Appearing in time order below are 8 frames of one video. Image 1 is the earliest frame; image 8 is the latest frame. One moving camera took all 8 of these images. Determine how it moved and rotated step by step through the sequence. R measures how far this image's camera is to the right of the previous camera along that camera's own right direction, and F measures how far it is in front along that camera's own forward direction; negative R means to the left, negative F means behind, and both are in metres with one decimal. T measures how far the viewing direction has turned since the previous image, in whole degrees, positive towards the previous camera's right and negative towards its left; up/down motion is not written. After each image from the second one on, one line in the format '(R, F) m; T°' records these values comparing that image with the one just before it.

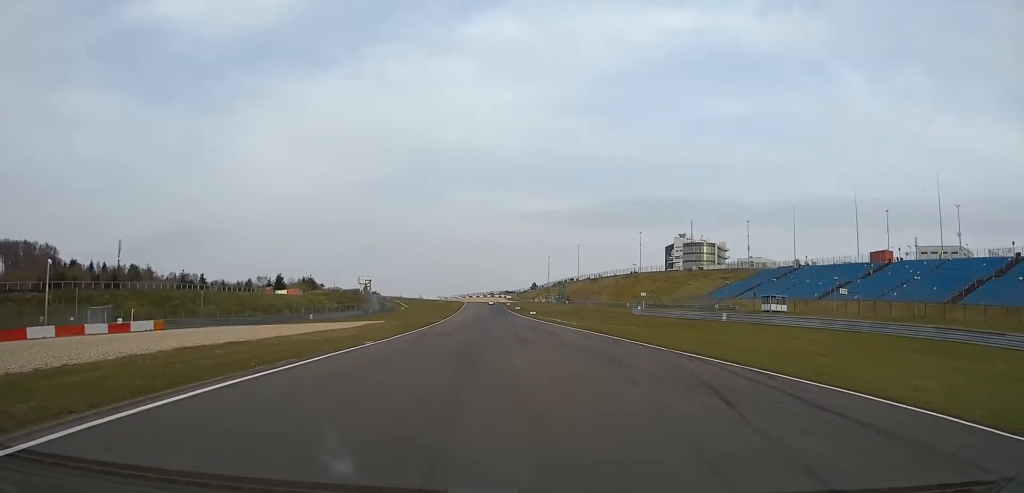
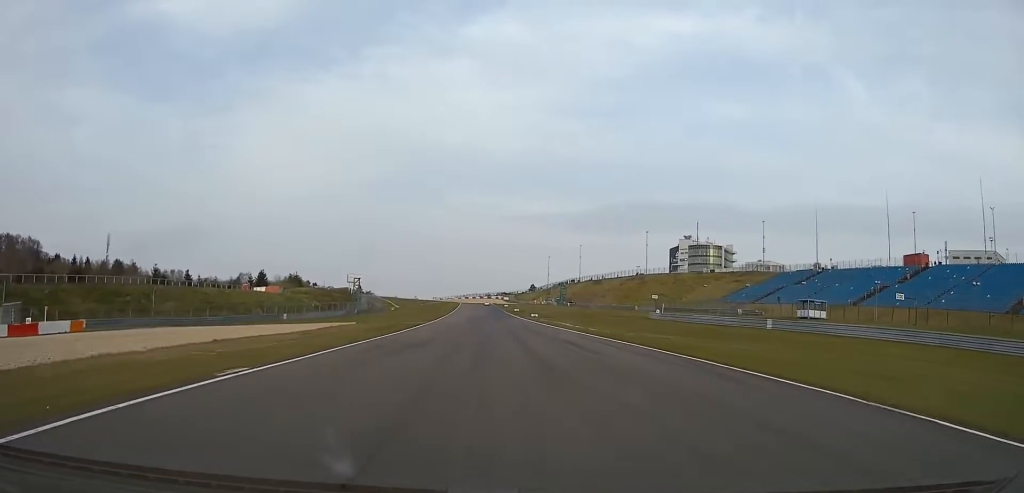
(0.0, +14.5) m; 0°
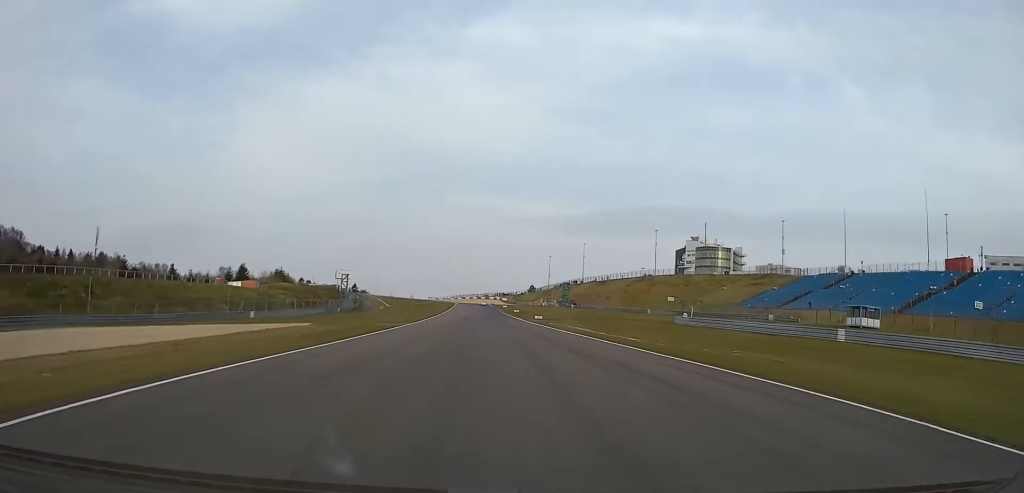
(0.0, +15.5) m; 0°
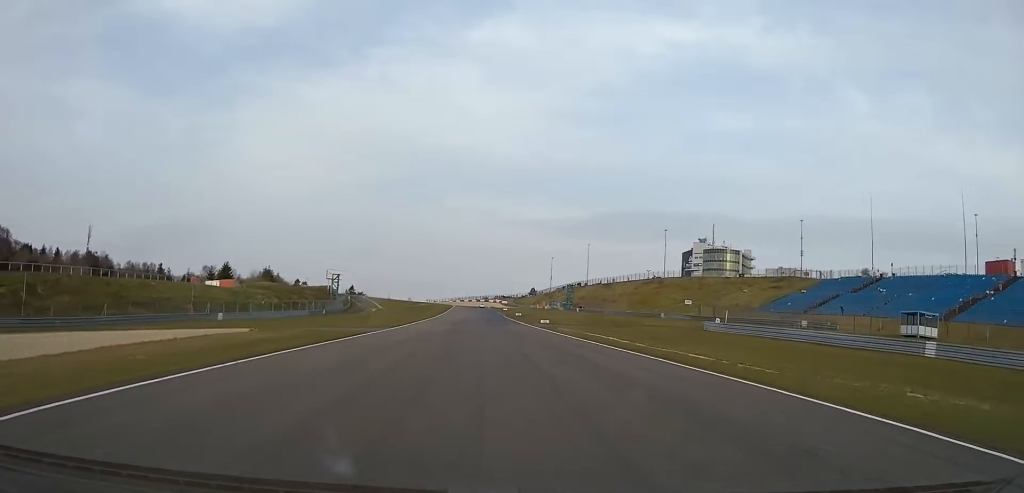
(0.0, +12.6) m; 0°
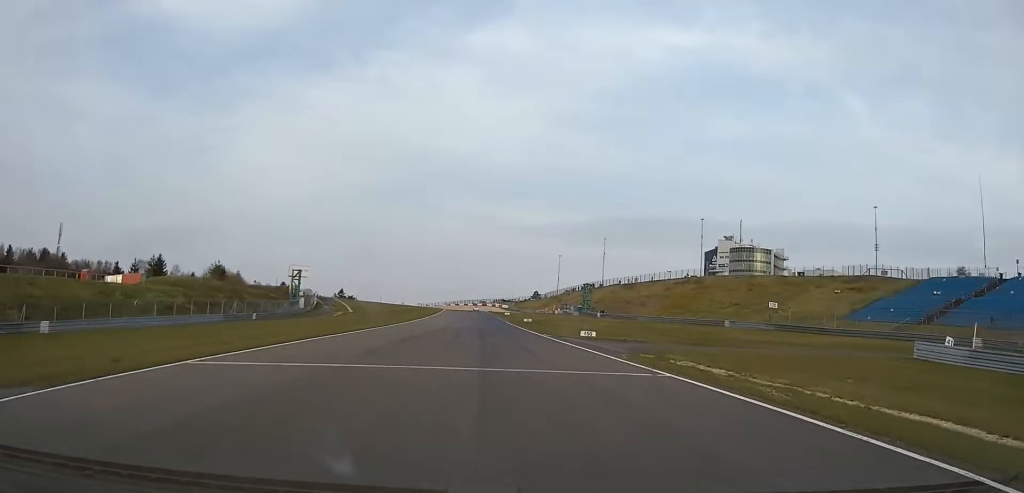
(-0.1, +39.4) m; 0°
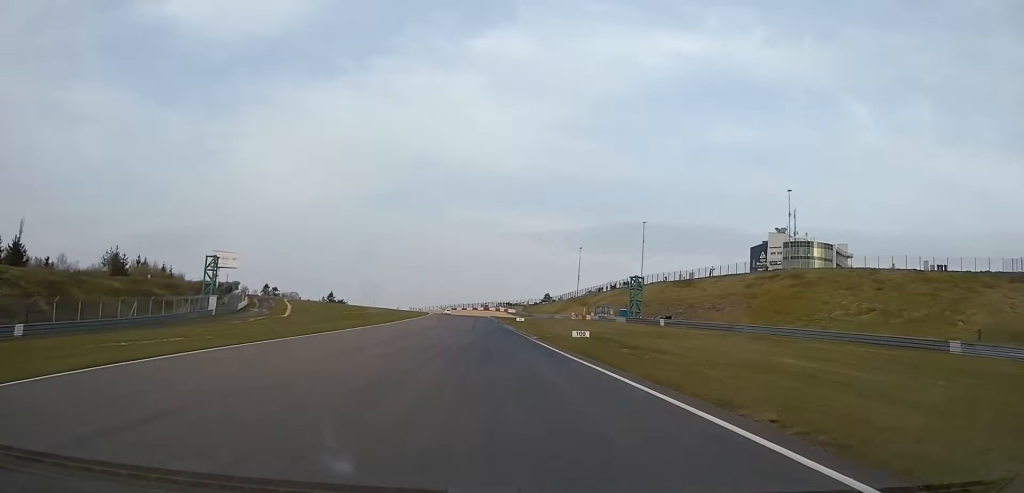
(-0.2, +51.6) m; -1°
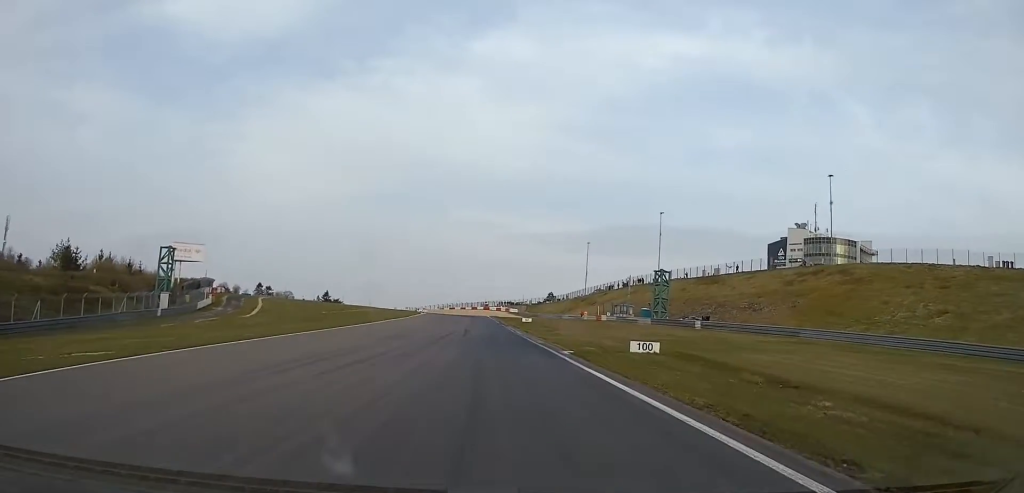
(0.0, +16.7) m; 0°
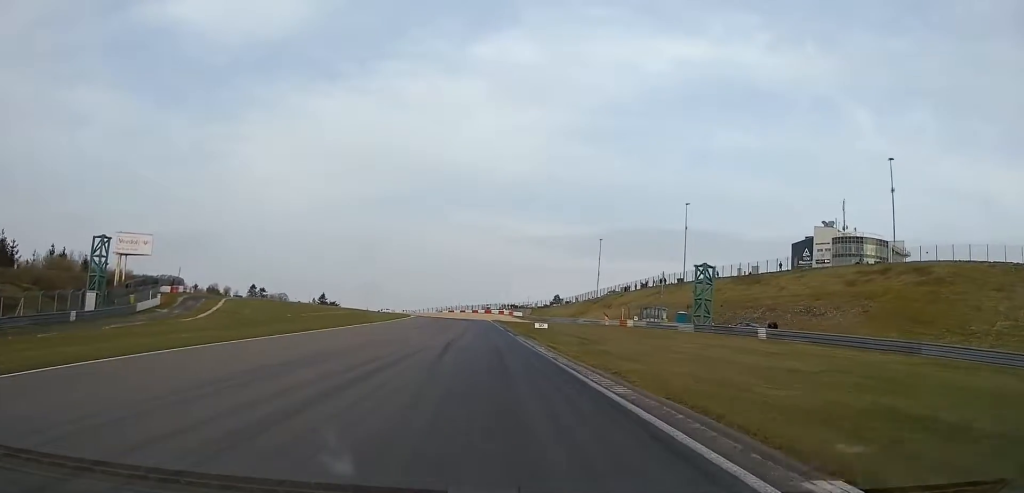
(0.0, +17.8) m; 0°
